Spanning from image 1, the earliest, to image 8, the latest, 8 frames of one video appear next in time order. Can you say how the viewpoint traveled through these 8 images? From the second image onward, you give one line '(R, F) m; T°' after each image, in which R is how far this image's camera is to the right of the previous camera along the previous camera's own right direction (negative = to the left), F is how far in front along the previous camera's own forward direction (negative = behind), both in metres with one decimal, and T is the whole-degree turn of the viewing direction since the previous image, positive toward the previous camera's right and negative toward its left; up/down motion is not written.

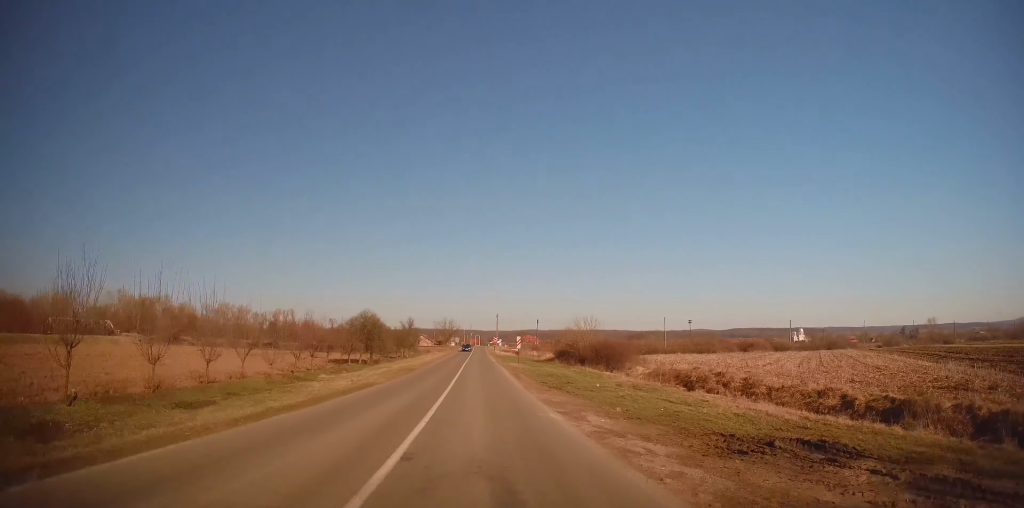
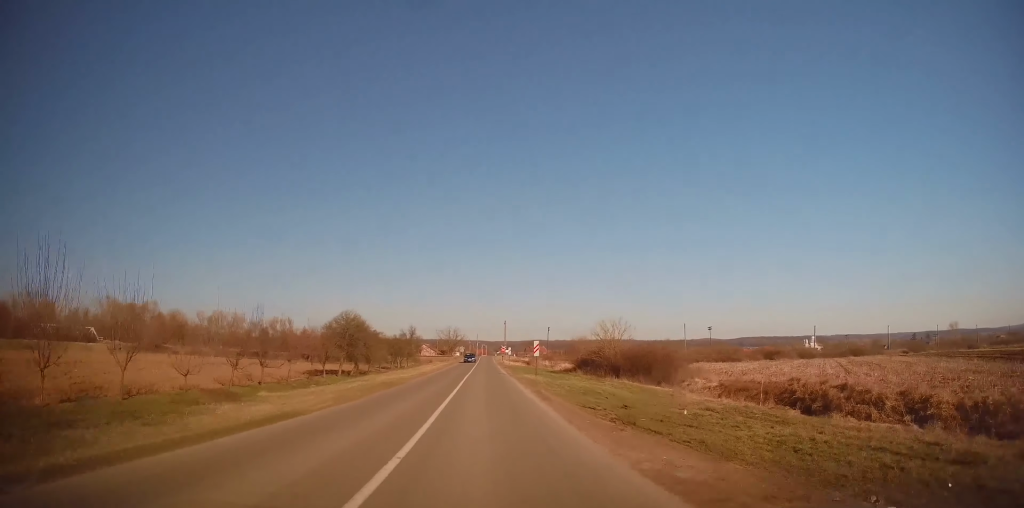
(-0.2, +9.7) m; 0°
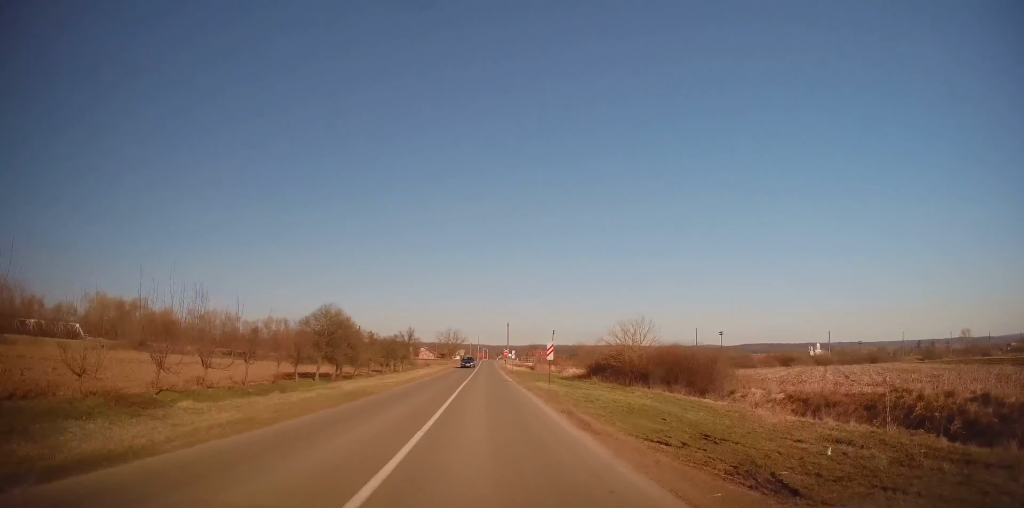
(+0.1, +6.2) m; +1°
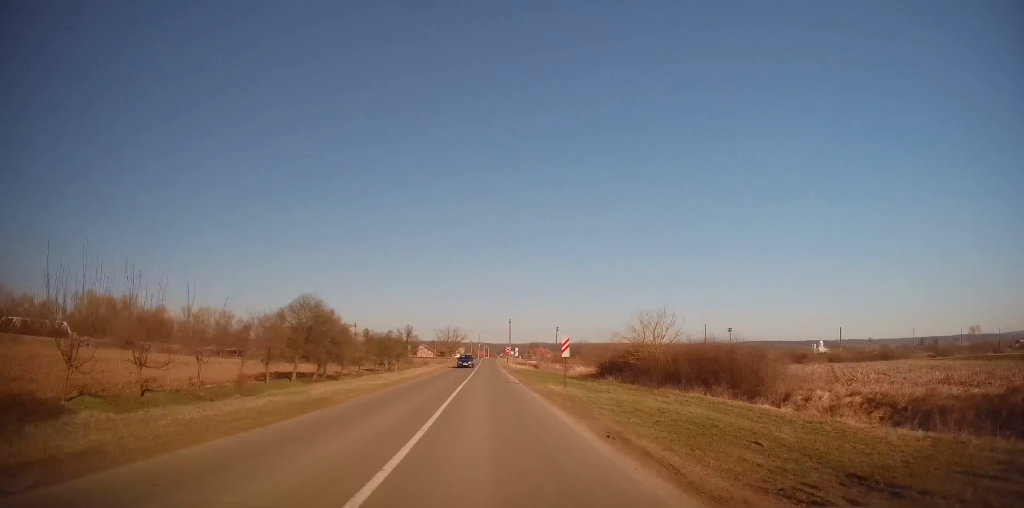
(0.0, +4.8) m; 0°
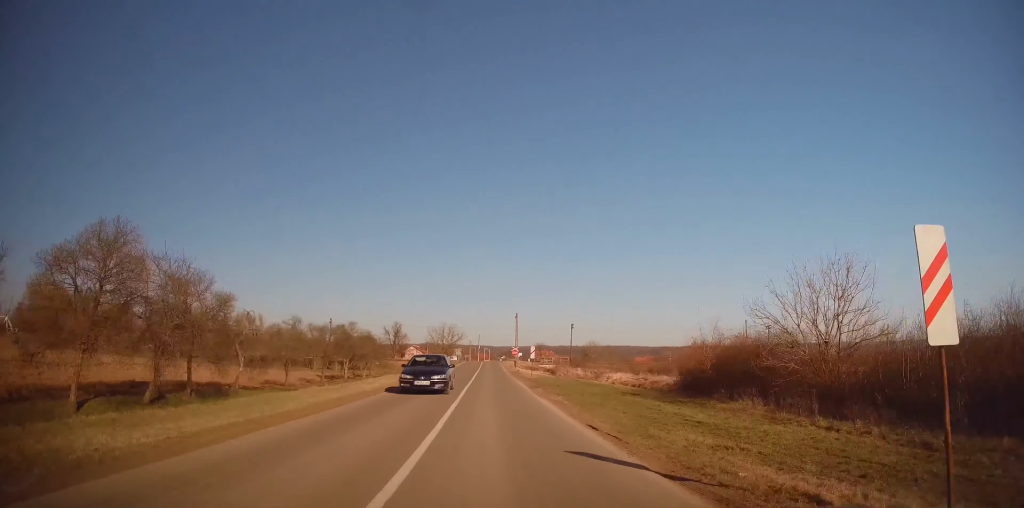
(-0.3, +20.7) m; -1°
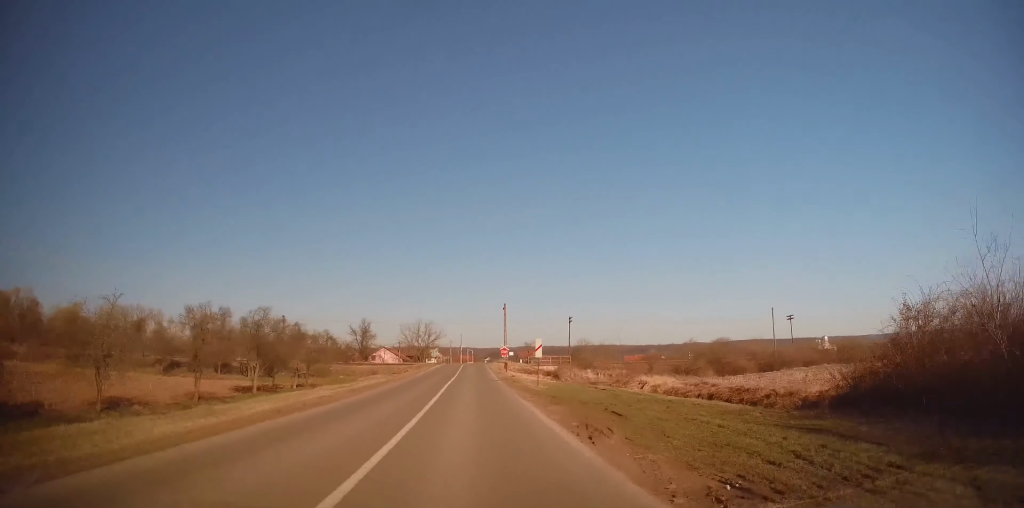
(0.0, +17.3) m; +1°
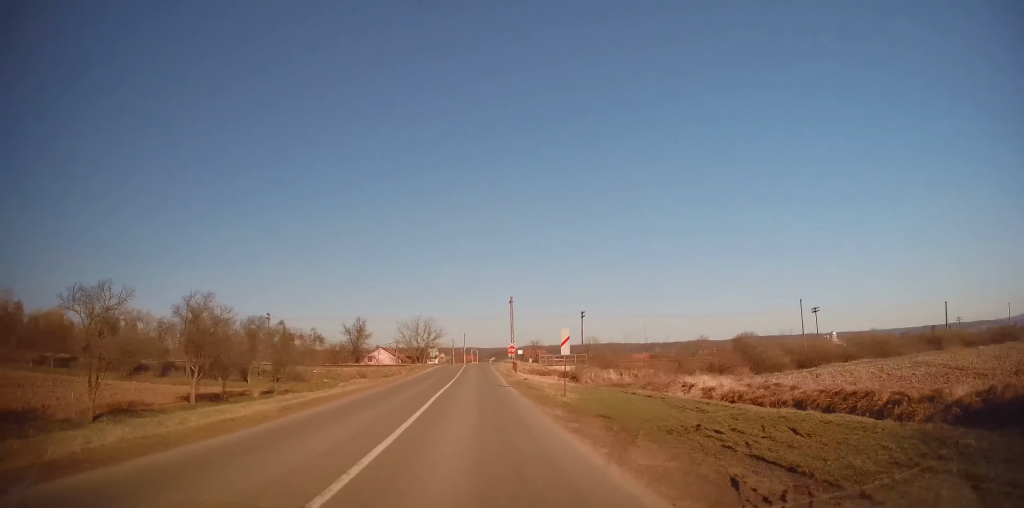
(+0.1, +8.0) m; +1°
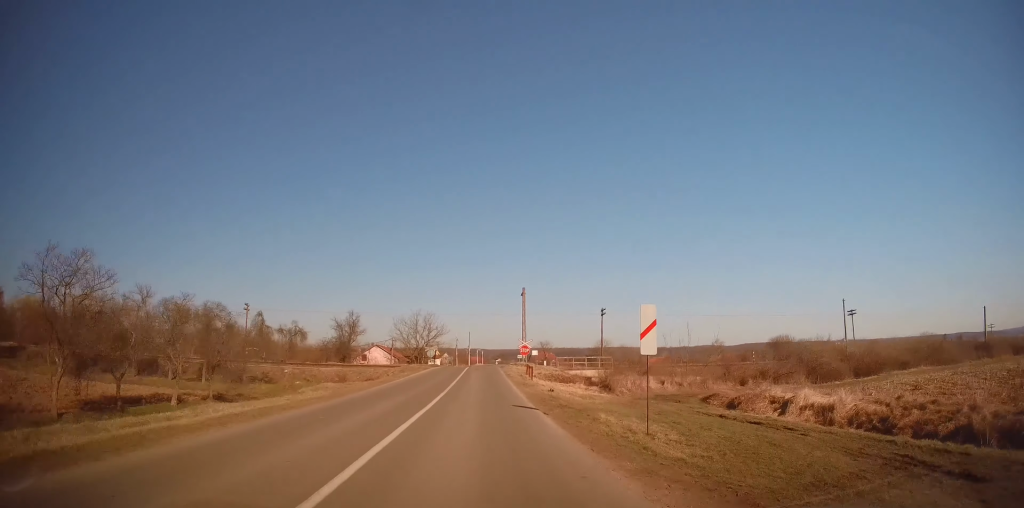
(+0.1, +9.9) m; 0°
